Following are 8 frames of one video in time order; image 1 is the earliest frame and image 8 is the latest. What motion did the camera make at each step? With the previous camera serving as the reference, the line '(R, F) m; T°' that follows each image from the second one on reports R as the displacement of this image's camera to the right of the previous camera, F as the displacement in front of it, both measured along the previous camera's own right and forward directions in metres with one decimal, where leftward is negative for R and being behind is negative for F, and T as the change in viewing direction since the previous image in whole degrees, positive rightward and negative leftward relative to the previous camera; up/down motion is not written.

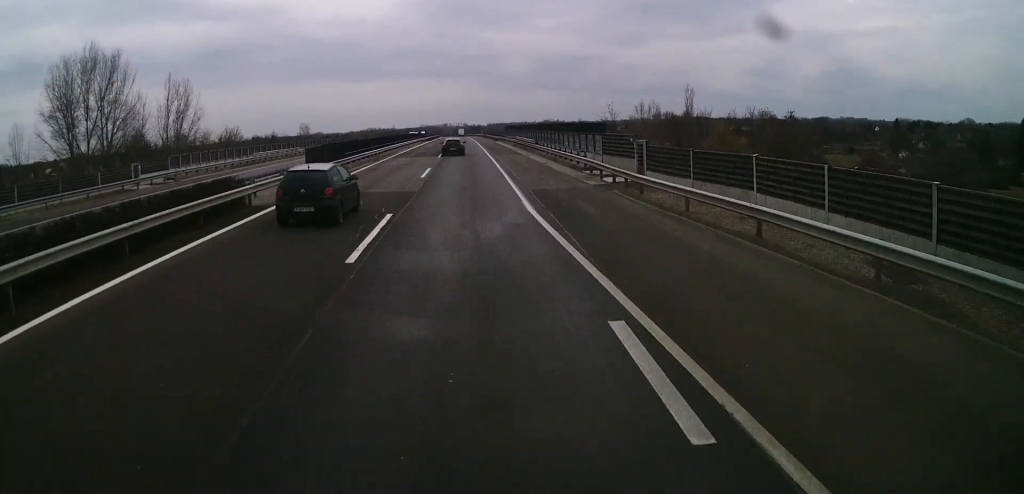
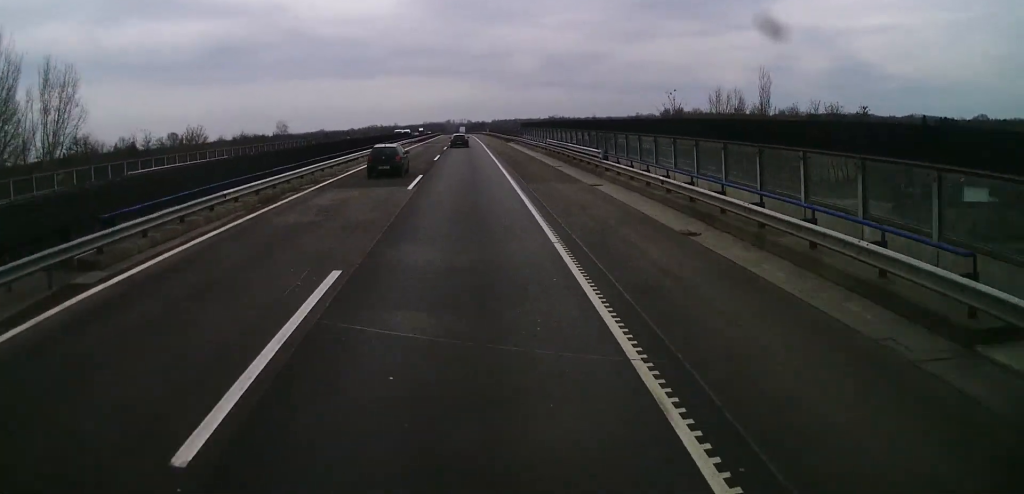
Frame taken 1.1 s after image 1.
(0.0, +24.8) m; 0°
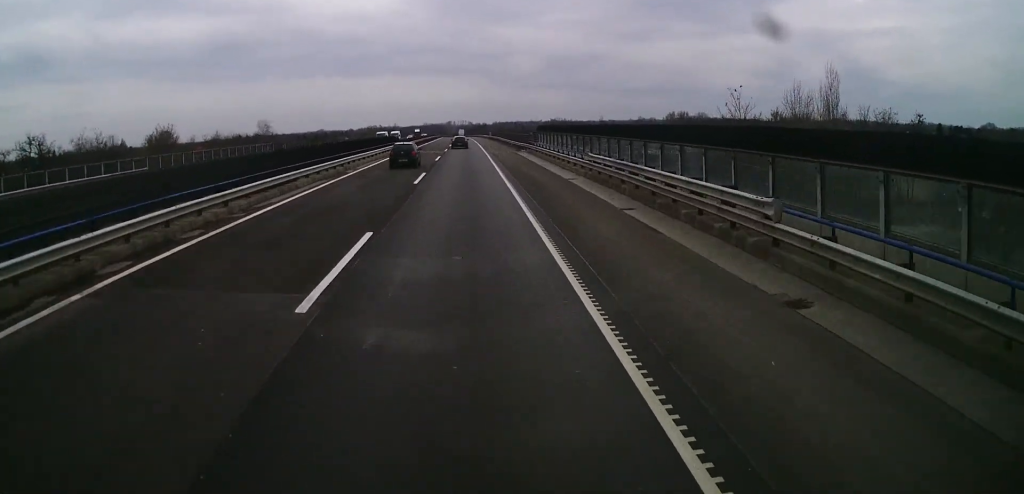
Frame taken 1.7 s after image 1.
(0.0, +14.7) m; 0°
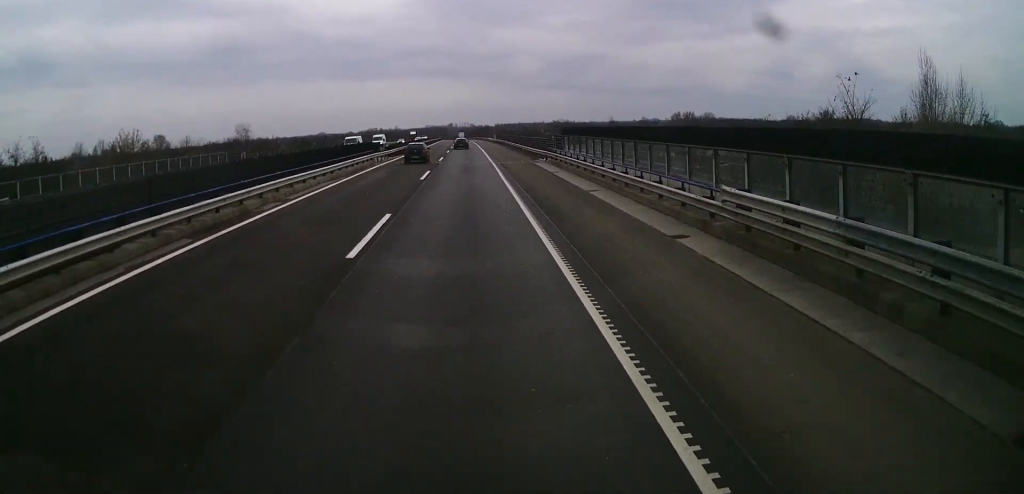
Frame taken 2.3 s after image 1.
(0.0, +14.7) m; 0°
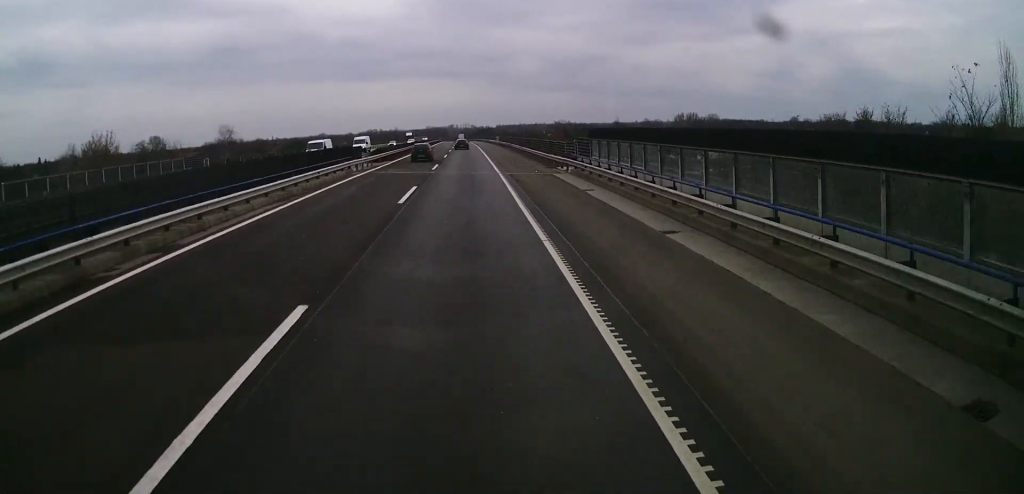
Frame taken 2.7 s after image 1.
(0.0, +9.3) m; 0°
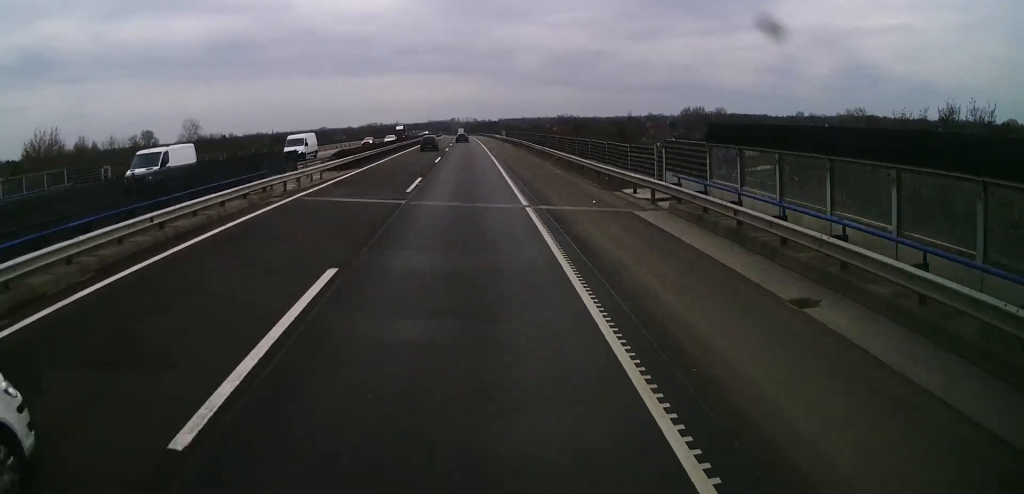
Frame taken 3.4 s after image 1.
(0.0, +16.2) m; 0°
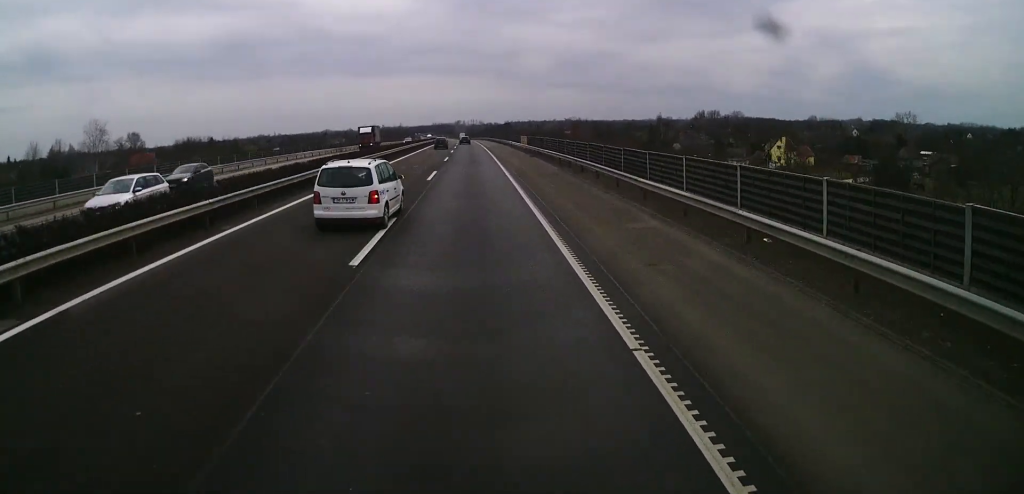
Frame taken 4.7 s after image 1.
(-0.3, +30.2) m; -1°
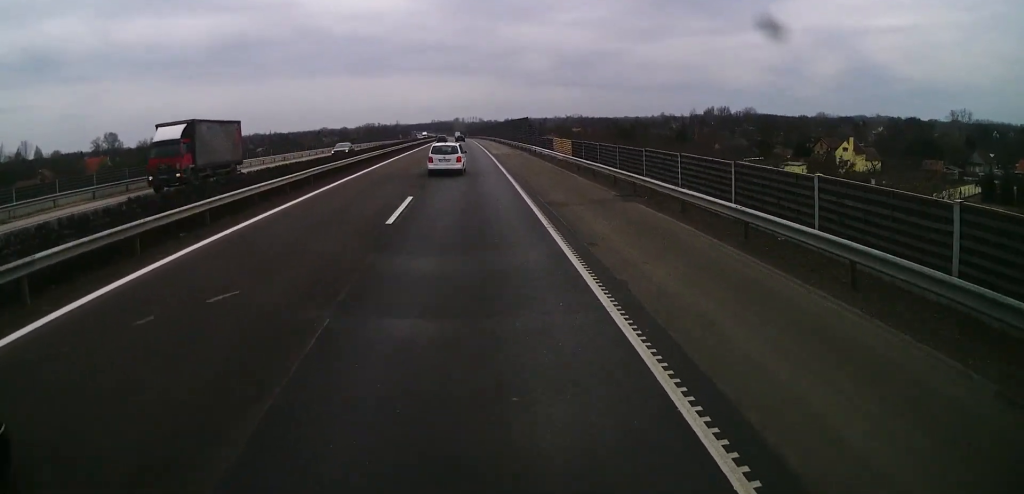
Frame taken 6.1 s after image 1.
(+0.1, +31.7) m; 0°
